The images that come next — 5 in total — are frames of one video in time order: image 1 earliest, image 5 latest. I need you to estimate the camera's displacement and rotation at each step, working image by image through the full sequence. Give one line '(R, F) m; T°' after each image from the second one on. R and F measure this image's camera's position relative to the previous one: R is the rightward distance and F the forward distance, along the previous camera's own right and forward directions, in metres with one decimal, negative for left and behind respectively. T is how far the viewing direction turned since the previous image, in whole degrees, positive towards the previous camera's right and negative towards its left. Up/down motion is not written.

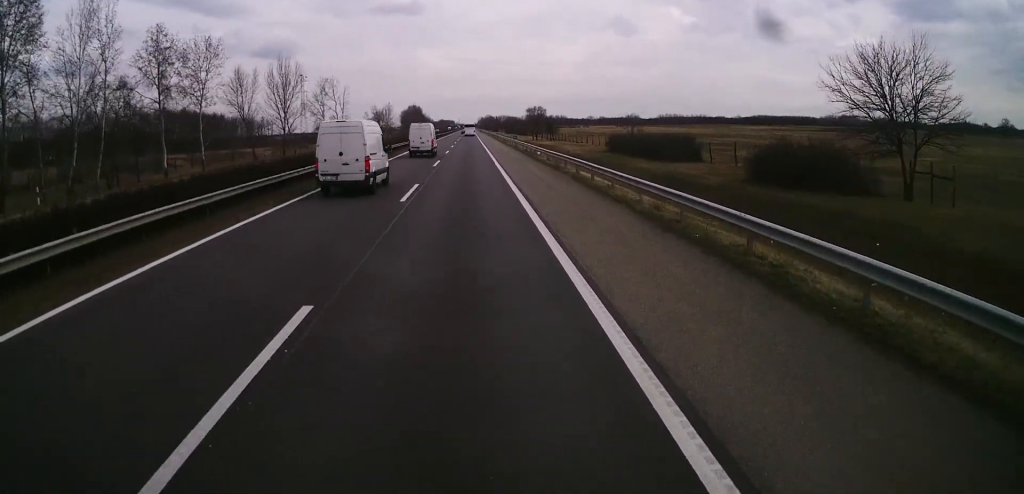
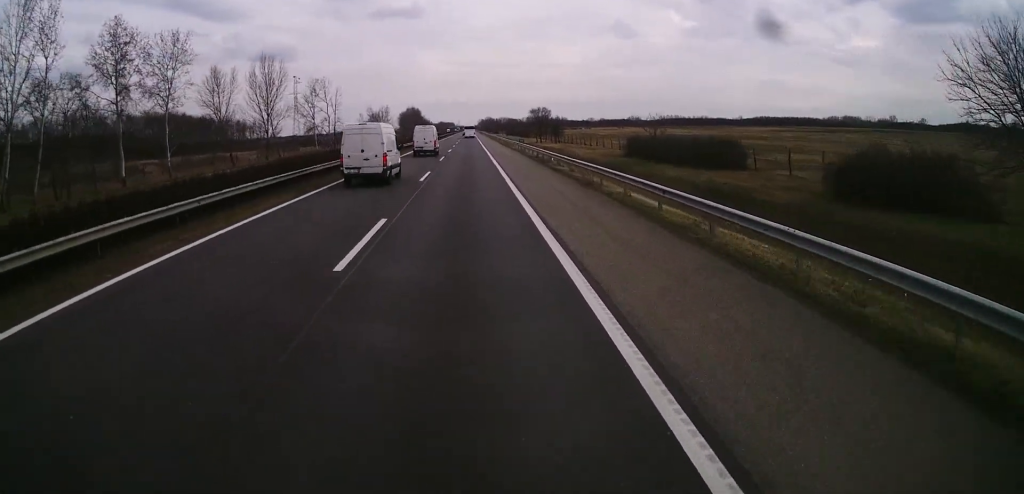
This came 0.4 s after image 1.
(0.0, +10.0) m; 0°
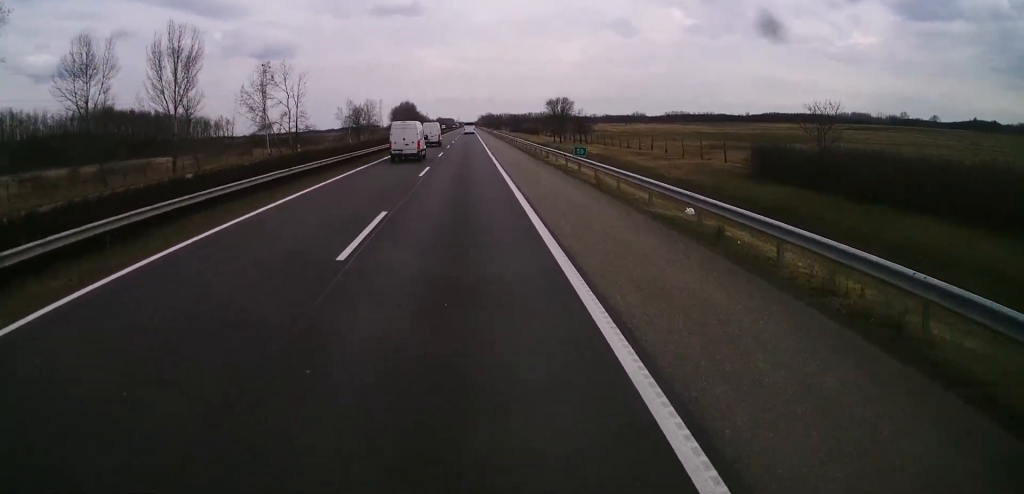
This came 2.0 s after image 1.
(+0.1, +35.4) m; +1°
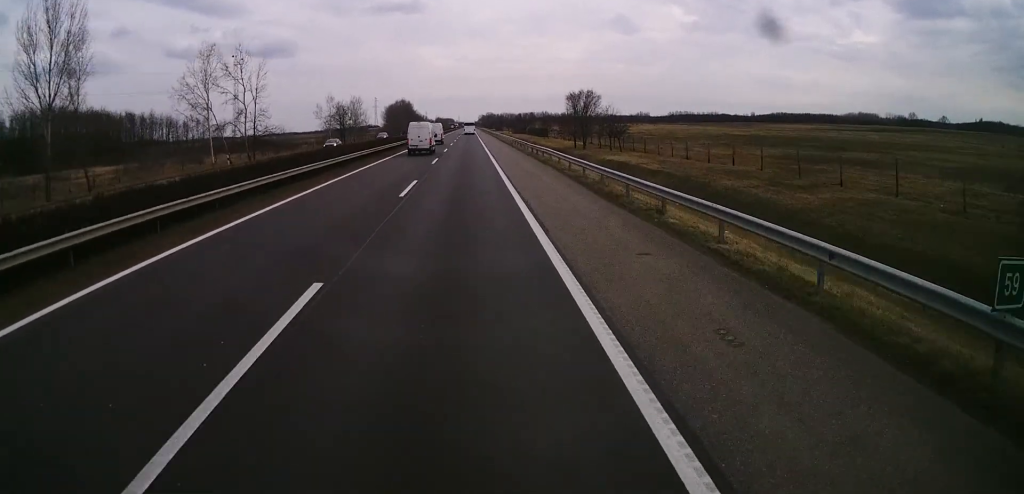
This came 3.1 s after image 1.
(+0.2, +25.5) m; 0°
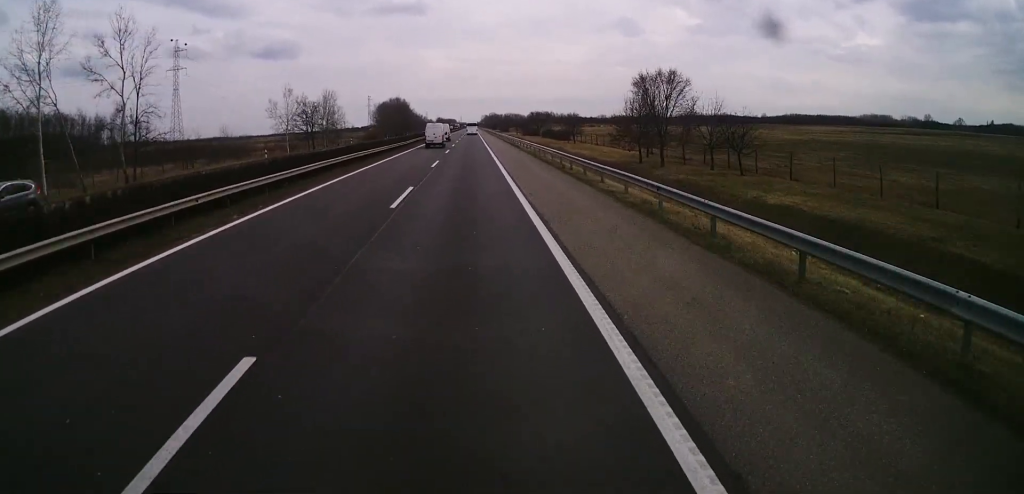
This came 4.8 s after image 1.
(-0.4, +39.3) m; 0°
